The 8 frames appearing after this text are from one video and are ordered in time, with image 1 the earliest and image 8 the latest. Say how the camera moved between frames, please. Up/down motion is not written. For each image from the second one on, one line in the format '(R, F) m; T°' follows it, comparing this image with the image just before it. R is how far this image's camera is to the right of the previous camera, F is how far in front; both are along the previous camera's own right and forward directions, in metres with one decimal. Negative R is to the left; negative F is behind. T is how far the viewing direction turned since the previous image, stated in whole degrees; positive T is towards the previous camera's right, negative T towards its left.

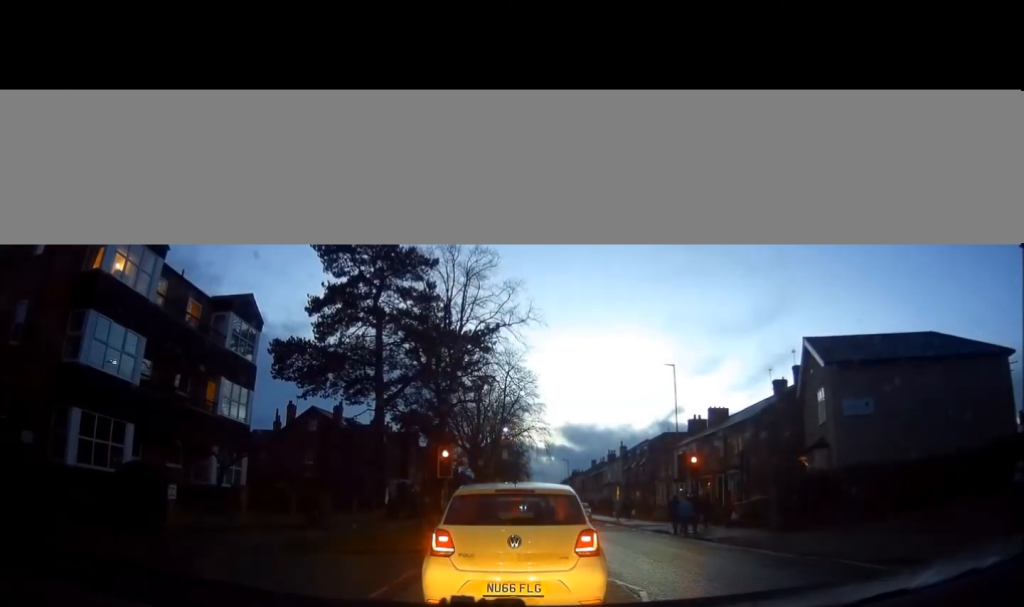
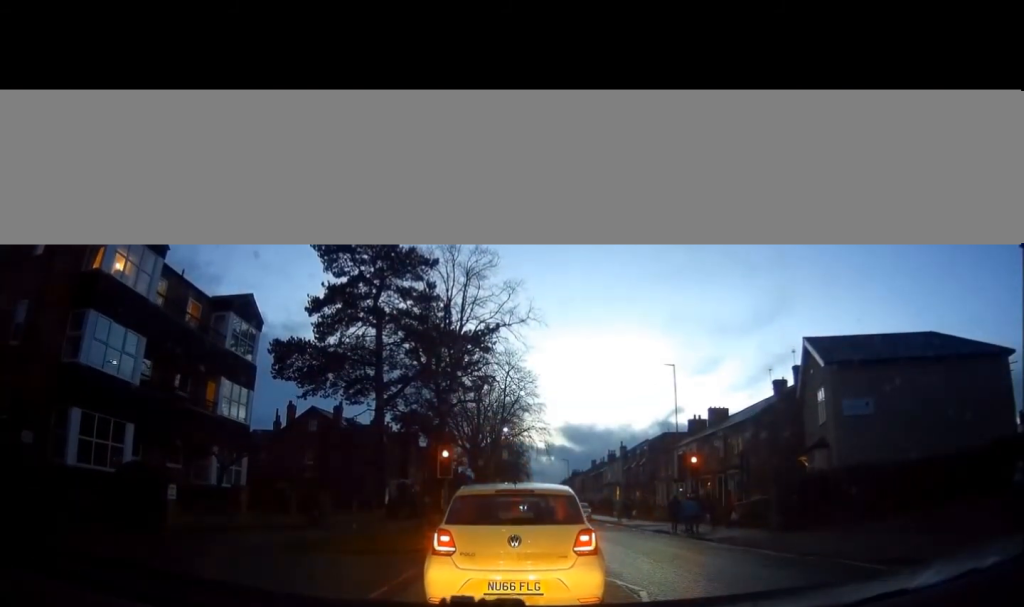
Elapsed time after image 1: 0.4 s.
(0.0, 0.0) m; 0°
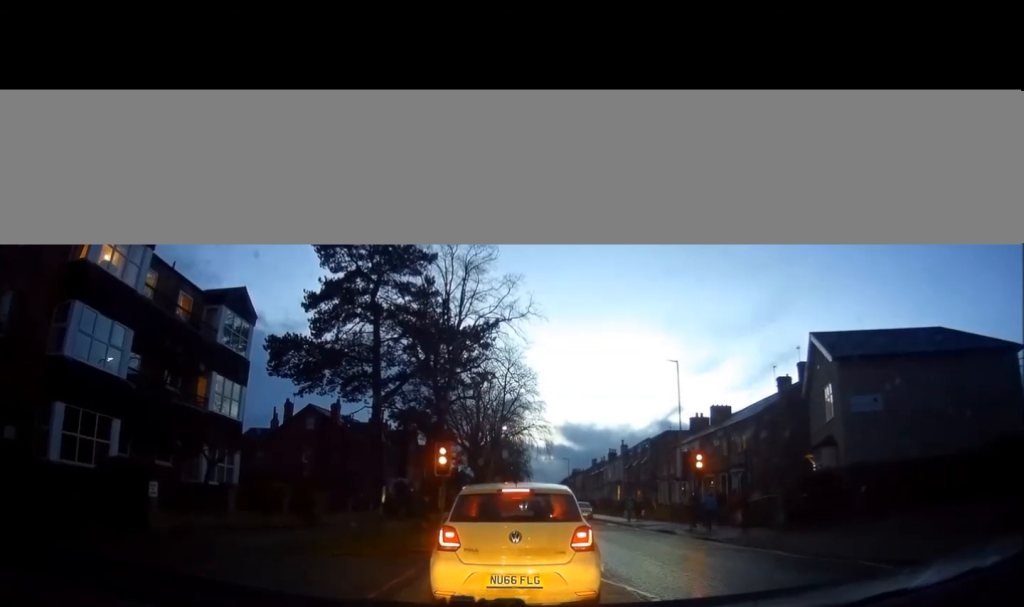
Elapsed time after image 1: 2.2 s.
(-0.1, +0.7) m; 0°
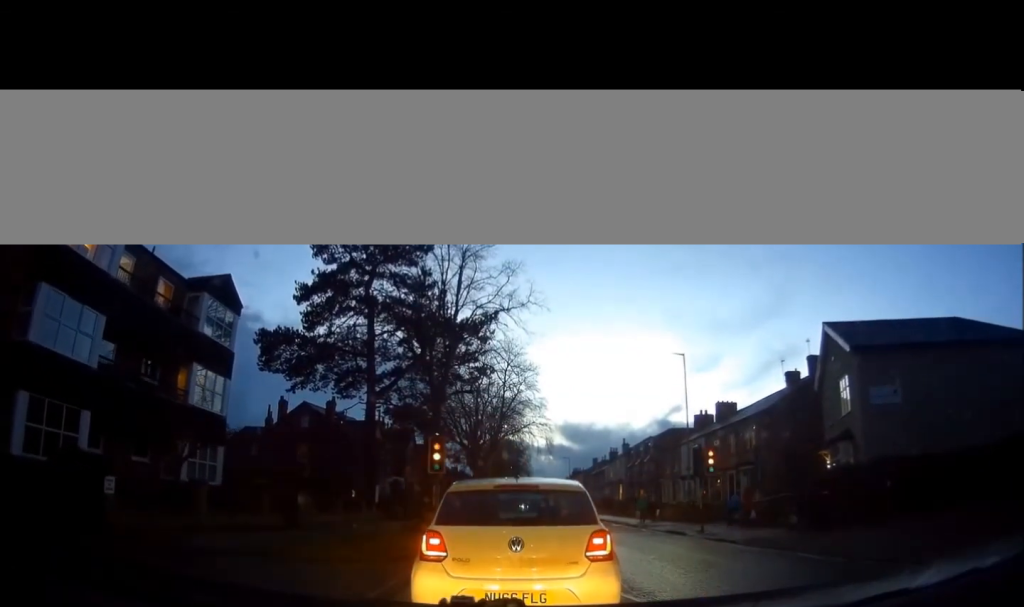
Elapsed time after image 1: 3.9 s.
(0.0, +1.2) m; 0°
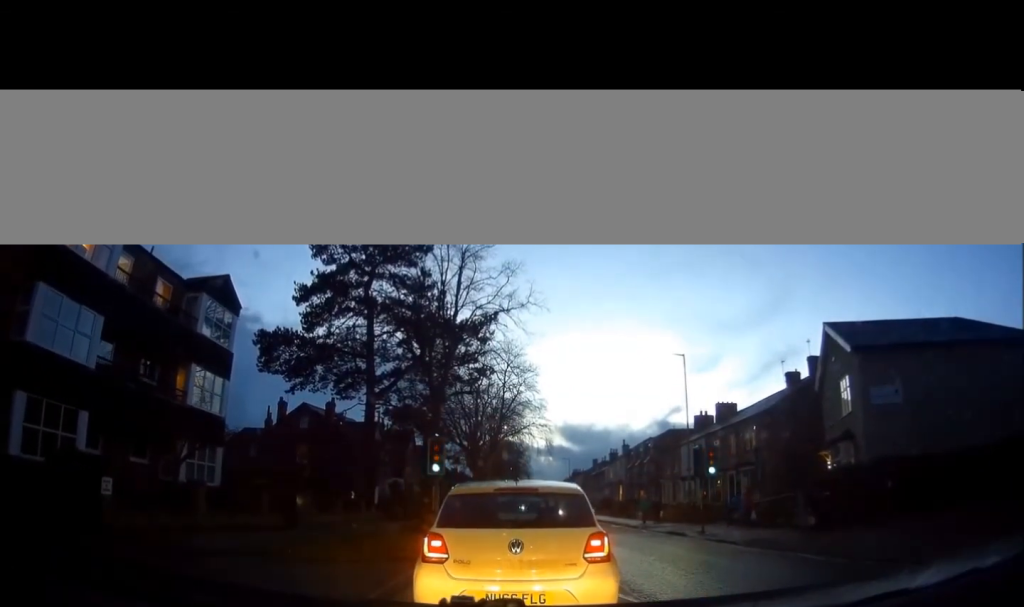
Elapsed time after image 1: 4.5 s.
(-0.1, +0.2) m; 0°
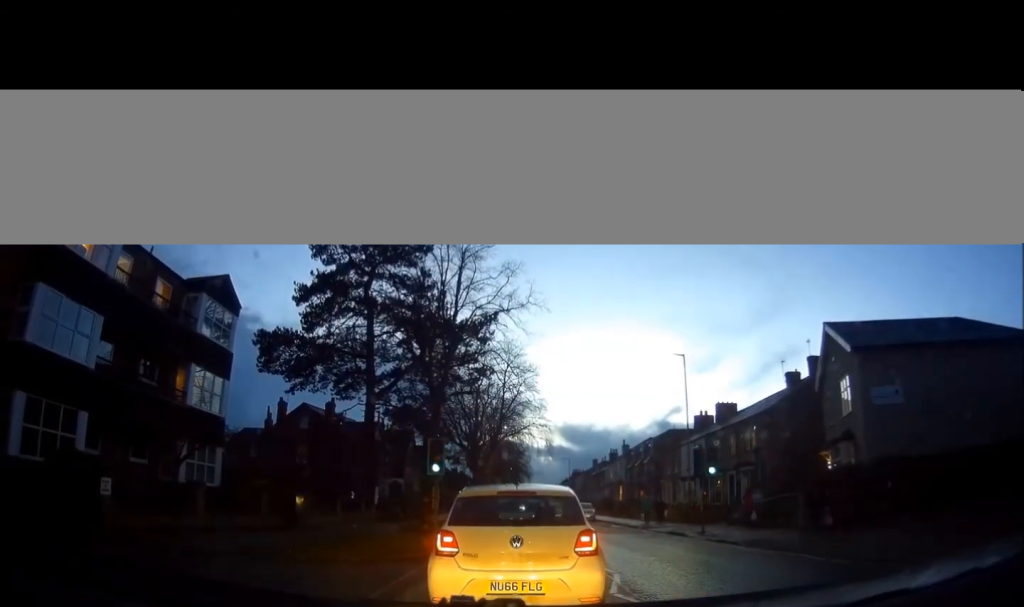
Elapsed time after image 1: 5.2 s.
(0.0, 0.0) m; 0°
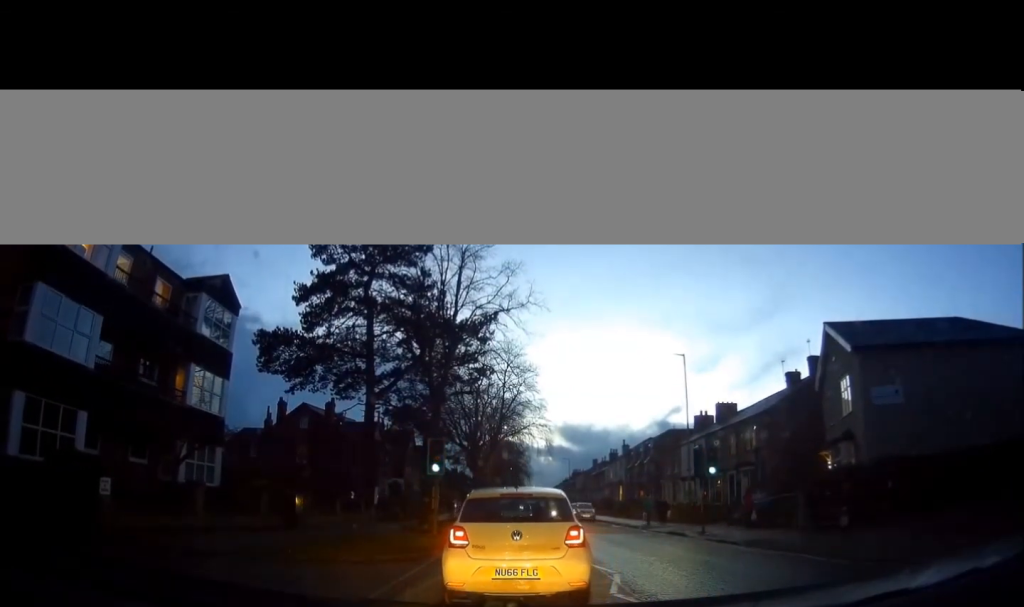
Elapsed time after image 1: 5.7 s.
(0.0, 0.0) m; 0°
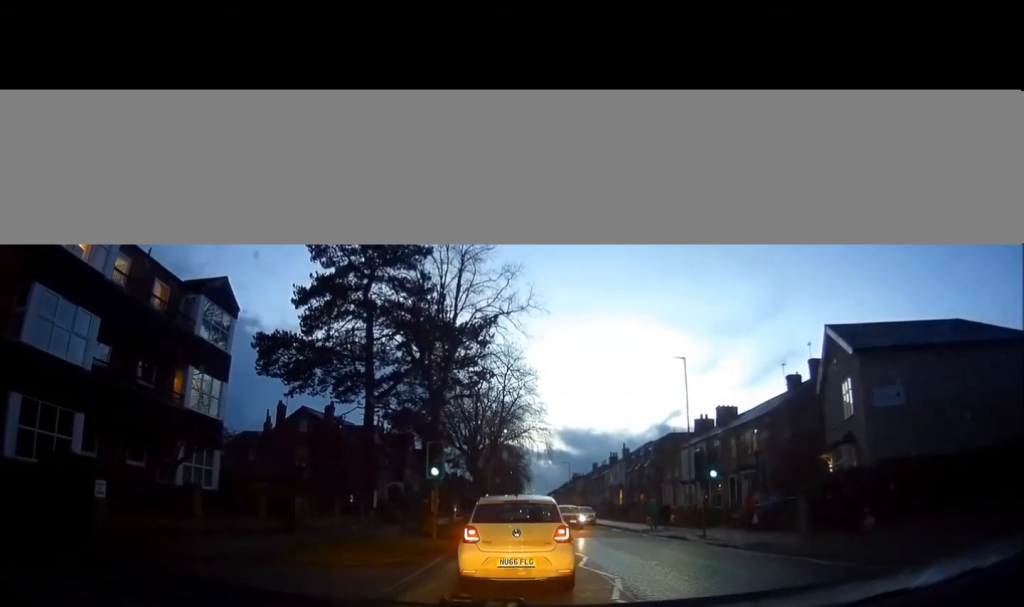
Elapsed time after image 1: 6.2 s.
(0.0, +0.3) m; 0°
